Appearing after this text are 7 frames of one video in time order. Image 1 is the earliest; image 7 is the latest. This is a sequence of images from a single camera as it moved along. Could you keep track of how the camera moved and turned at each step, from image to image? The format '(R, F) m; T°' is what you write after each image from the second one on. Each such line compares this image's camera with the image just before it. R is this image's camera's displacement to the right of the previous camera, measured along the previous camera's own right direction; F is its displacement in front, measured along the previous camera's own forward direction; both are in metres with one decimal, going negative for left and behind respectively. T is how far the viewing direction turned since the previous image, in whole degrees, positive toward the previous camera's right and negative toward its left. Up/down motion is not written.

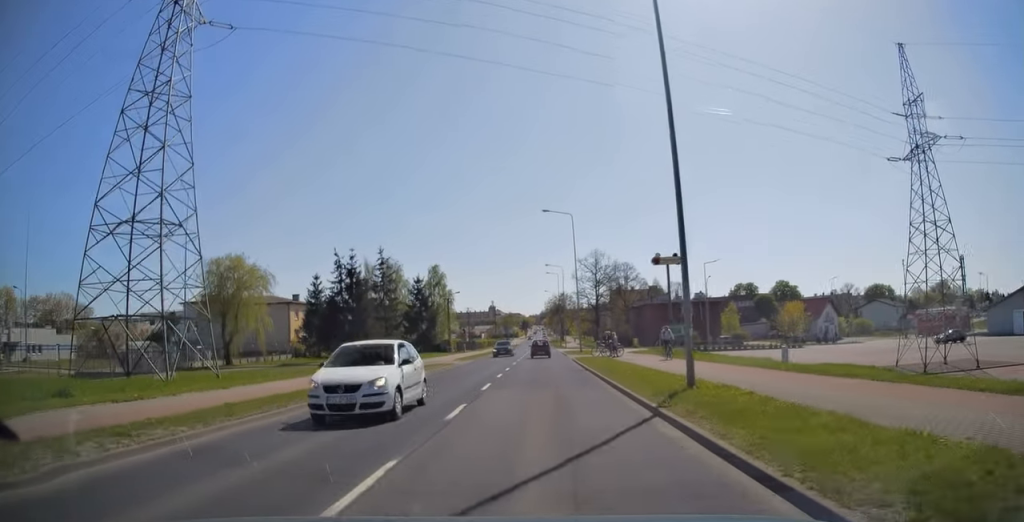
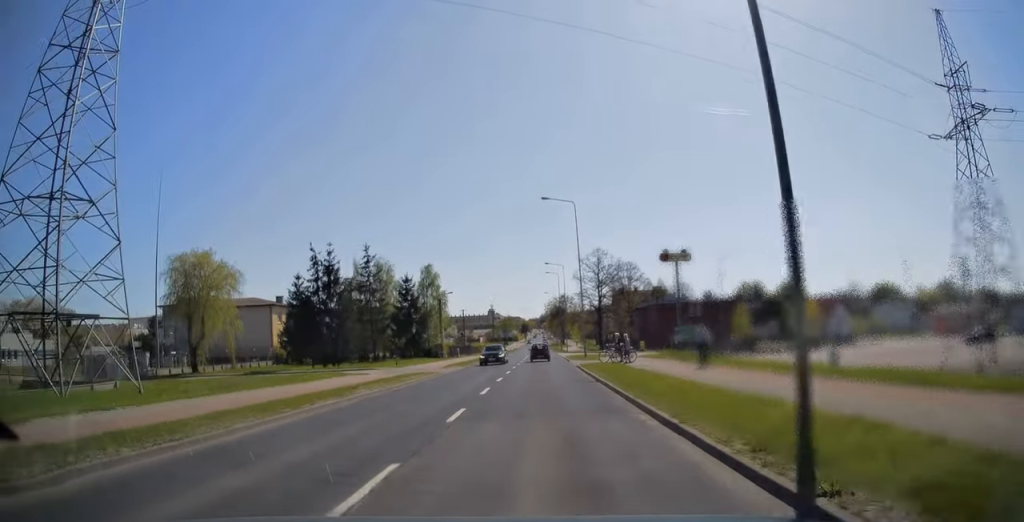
(0.0, +6.0) m; 0°
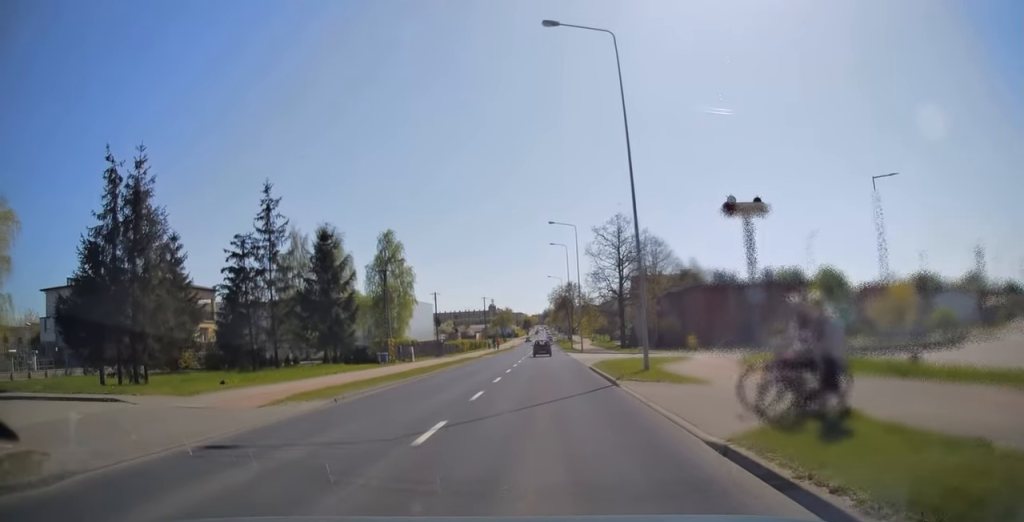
(0.0, +26.5) m; 0°
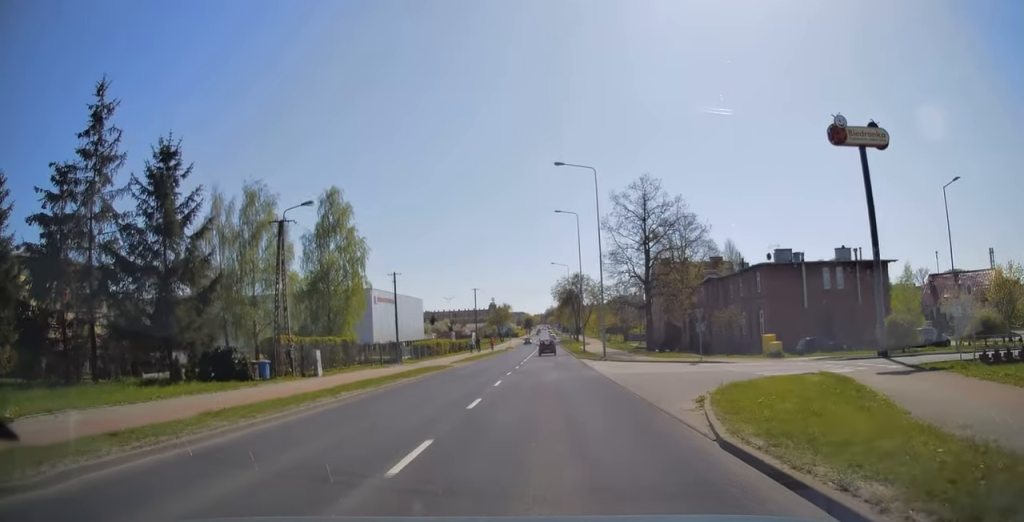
(+0.1, +19.7) m; 0°
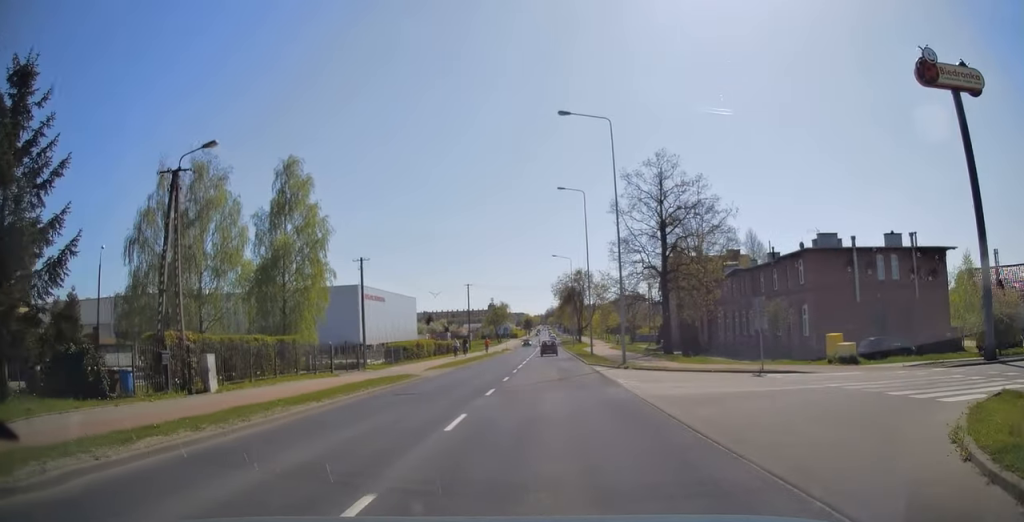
(-0.1, +9.1) m; 0°
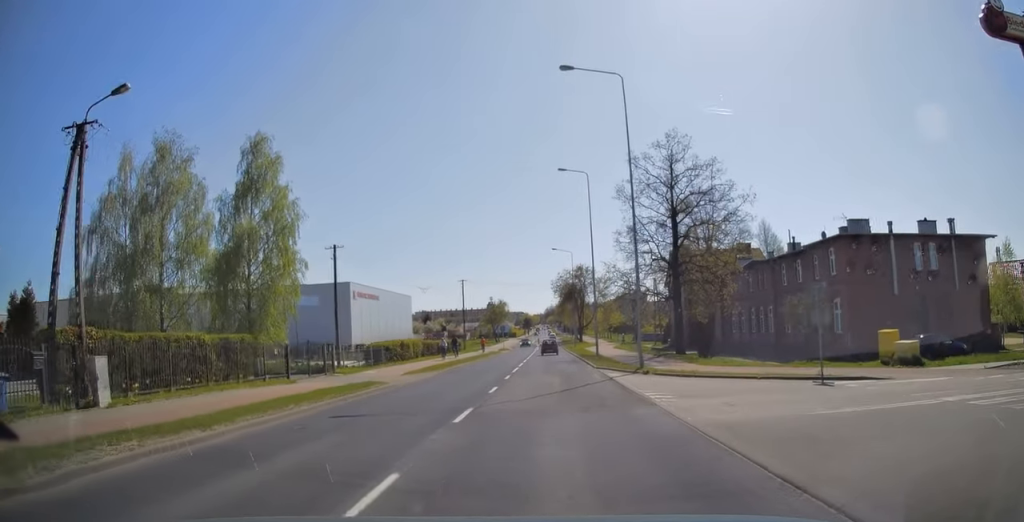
(-0.1, +5.1) m; 0°
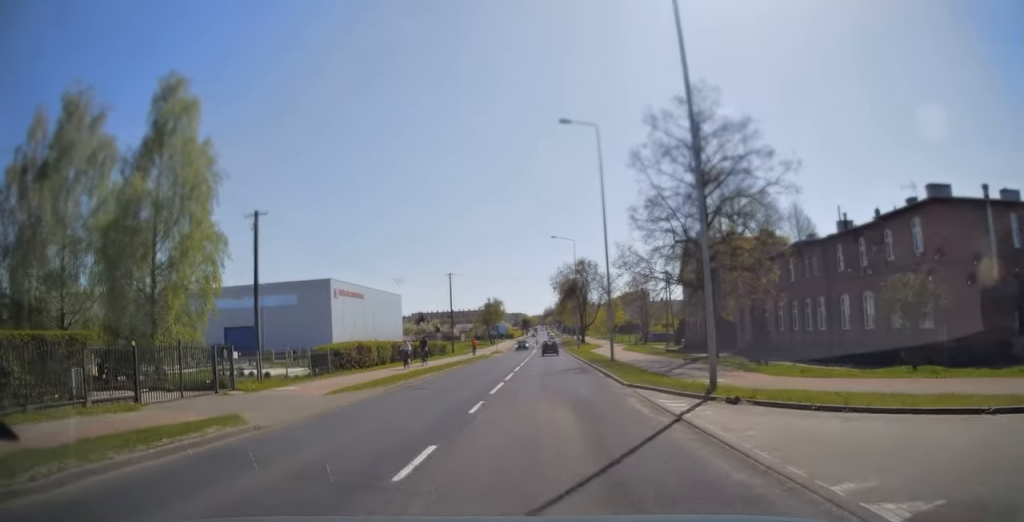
(+0.1, +9.9) m; +1°
